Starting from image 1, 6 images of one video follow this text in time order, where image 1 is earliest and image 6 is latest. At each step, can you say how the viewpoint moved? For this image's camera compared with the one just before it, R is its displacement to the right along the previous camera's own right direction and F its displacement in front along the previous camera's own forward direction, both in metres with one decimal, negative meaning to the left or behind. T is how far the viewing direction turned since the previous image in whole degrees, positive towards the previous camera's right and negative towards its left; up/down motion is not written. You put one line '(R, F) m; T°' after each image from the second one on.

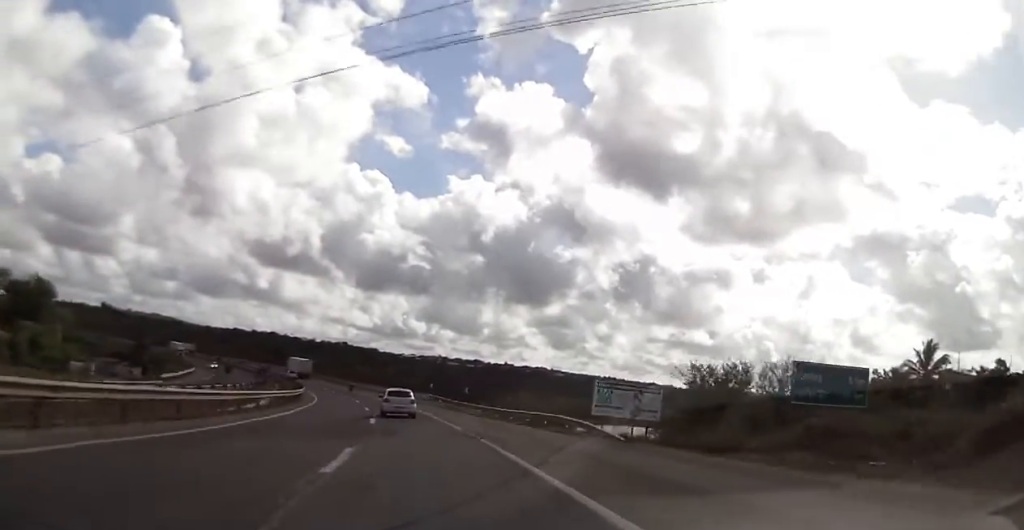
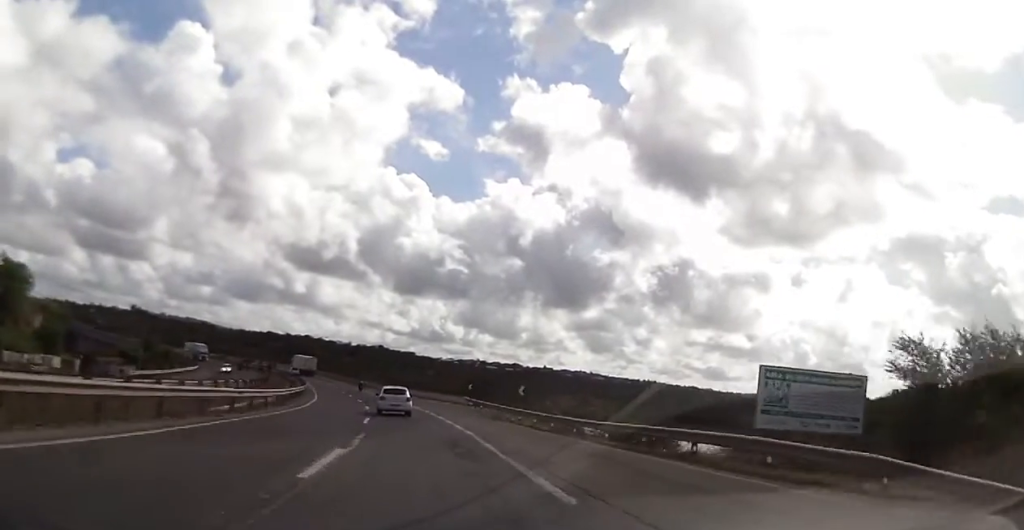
(-0.4, +17.3) m; -3°
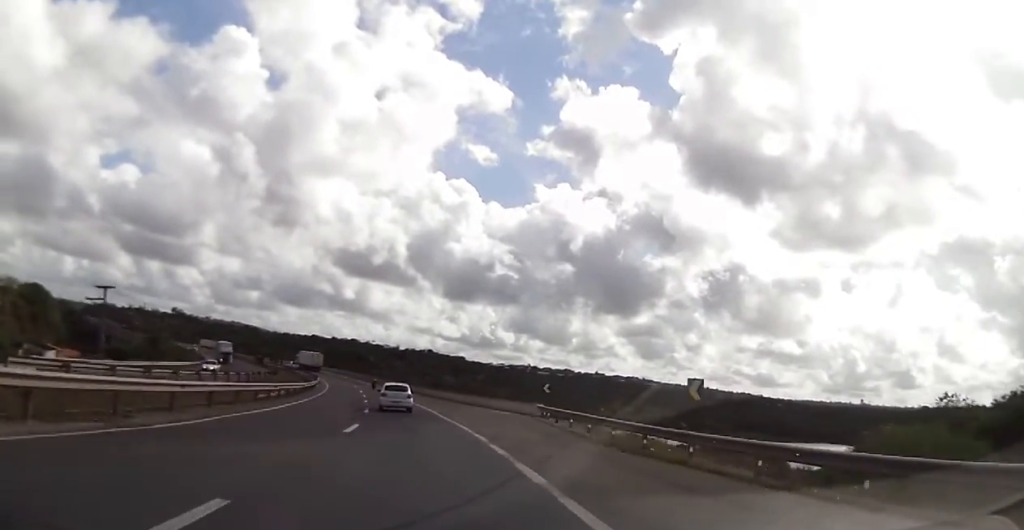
(-0.9, +23.1) m; -4°
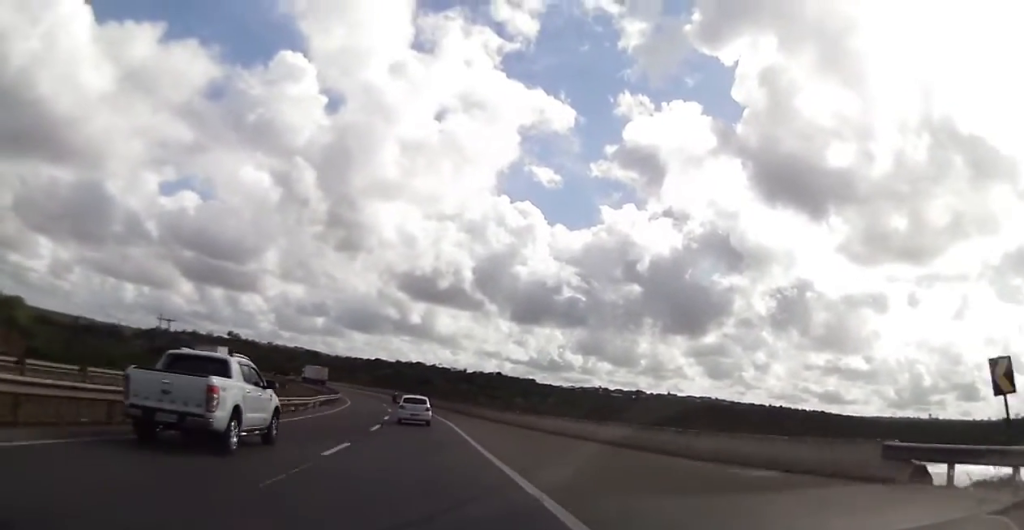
(-1.6, +33.0) m; -7°
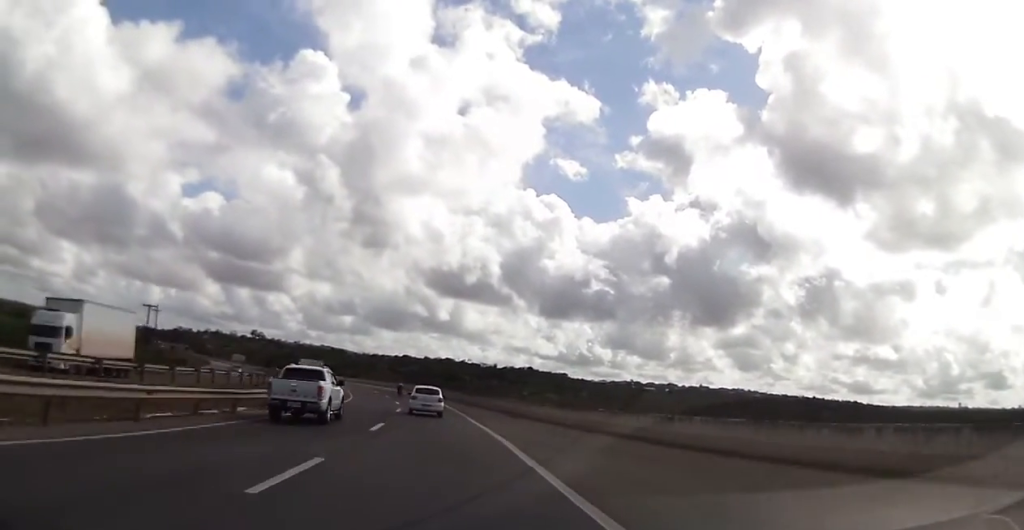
(-1.1, +19.4) m; -4°
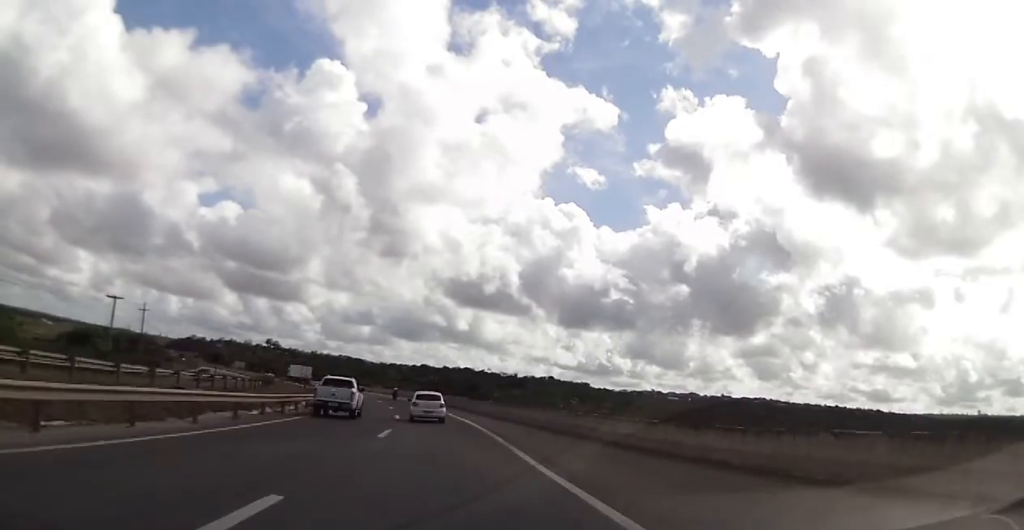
(-0.2, +17.0) m; -1°
